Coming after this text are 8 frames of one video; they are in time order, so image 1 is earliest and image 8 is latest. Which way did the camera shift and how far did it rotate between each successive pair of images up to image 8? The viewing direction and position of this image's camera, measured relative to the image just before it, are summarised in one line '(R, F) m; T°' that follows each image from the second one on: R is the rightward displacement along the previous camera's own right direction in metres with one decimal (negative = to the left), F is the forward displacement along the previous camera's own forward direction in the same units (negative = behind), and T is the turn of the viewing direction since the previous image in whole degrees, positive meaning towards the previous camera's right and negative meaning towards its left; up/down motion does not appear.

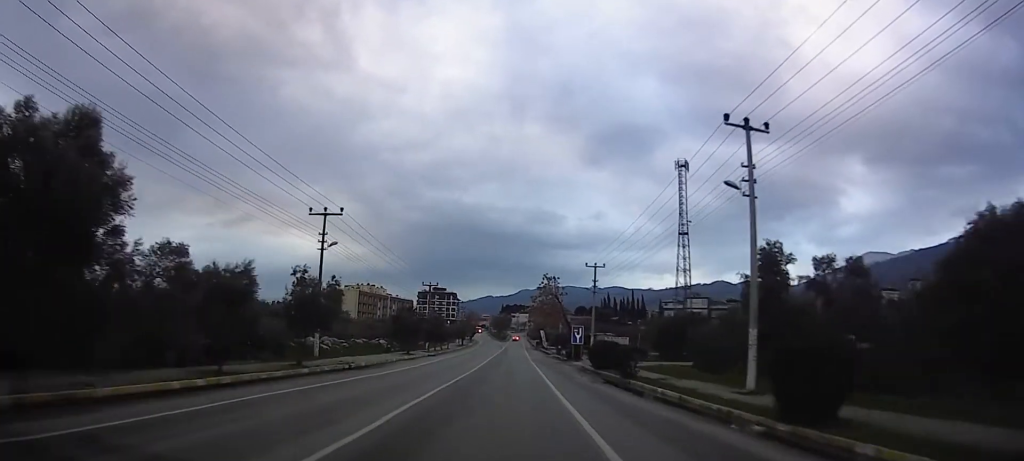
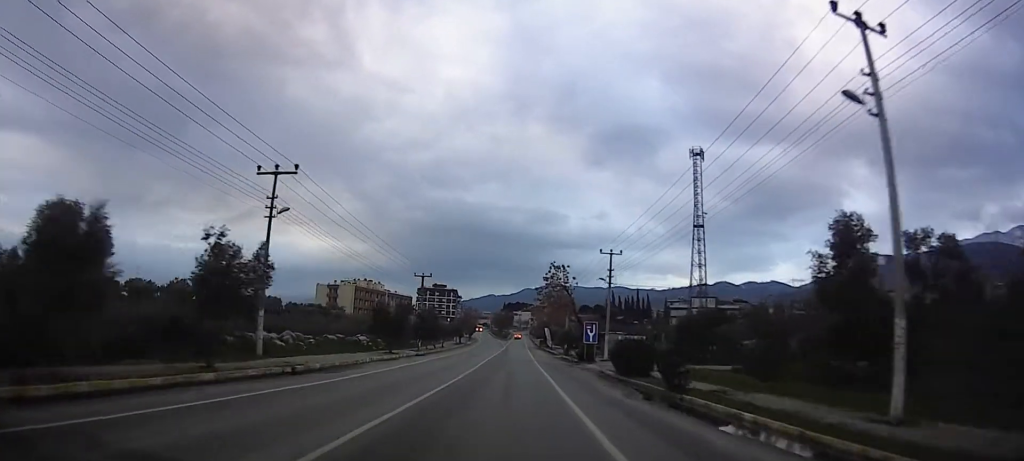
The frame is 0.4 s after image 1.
(0.0, +9.2) m; 0°
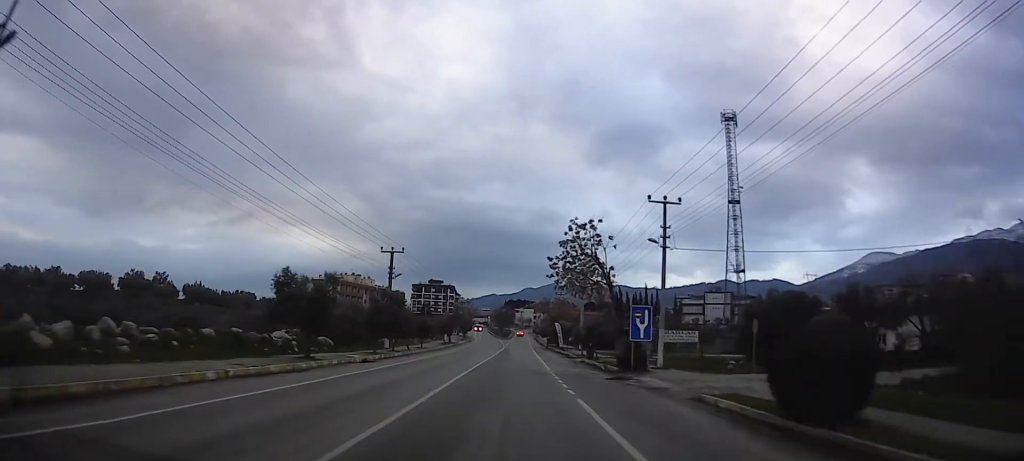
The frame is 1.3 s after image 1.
(0.0, +19.8) m; 0°
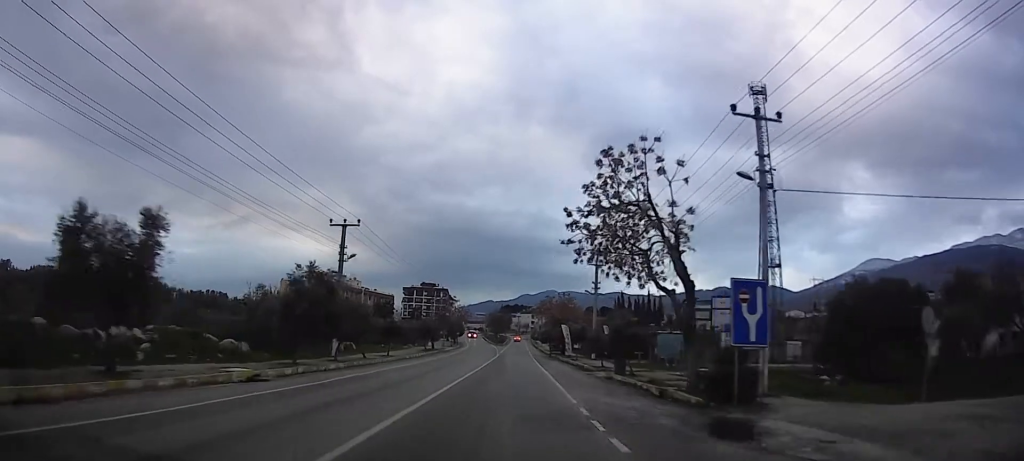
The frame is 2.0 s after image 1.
(-0.1, +14.4) m; 0°
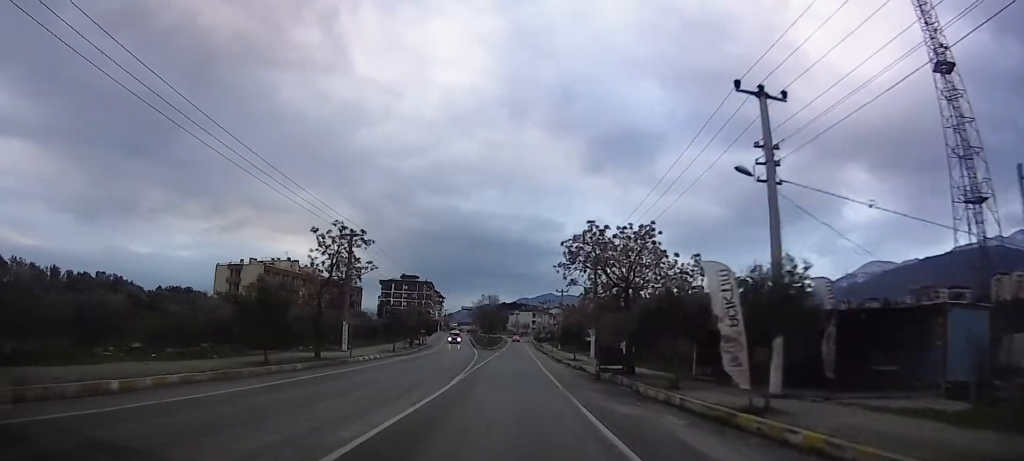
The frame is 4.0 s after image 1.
(0.0, +38.7) m; 0°
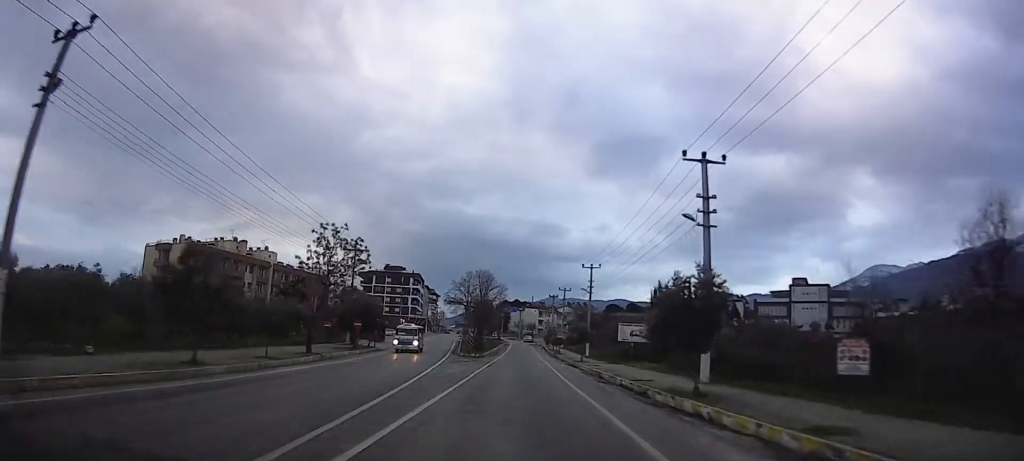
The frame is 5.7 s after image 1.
(0.0, +33.3) m; 0°
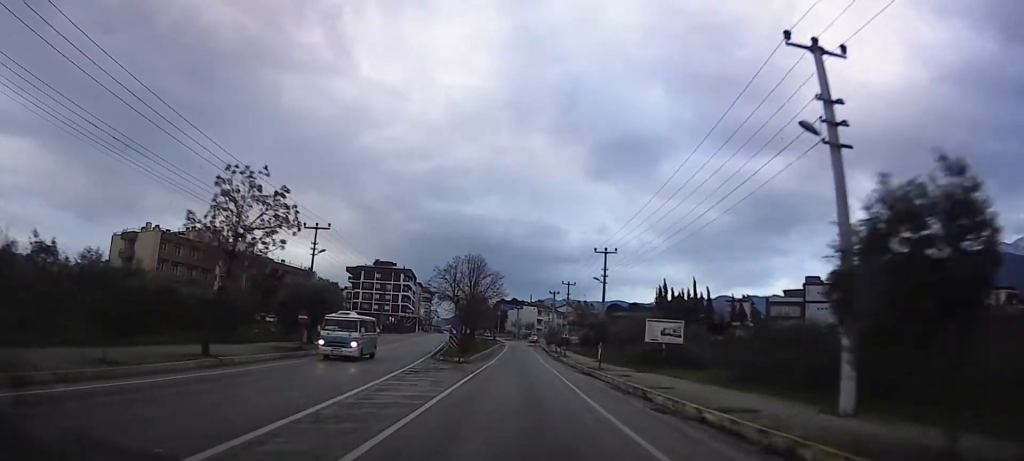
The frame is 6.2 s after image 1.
(+0.1, +11.9) m; 0°
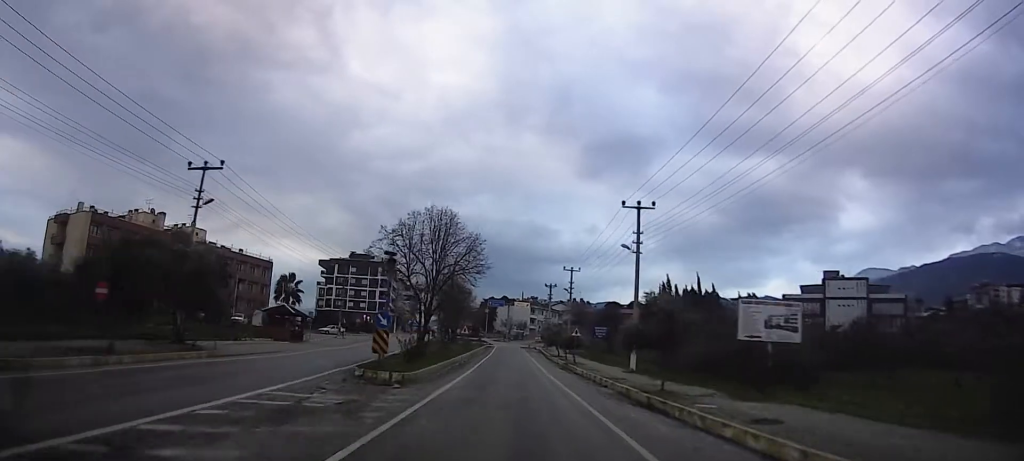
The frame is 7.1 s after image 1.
(+0.2, +18.0) m; +1°
